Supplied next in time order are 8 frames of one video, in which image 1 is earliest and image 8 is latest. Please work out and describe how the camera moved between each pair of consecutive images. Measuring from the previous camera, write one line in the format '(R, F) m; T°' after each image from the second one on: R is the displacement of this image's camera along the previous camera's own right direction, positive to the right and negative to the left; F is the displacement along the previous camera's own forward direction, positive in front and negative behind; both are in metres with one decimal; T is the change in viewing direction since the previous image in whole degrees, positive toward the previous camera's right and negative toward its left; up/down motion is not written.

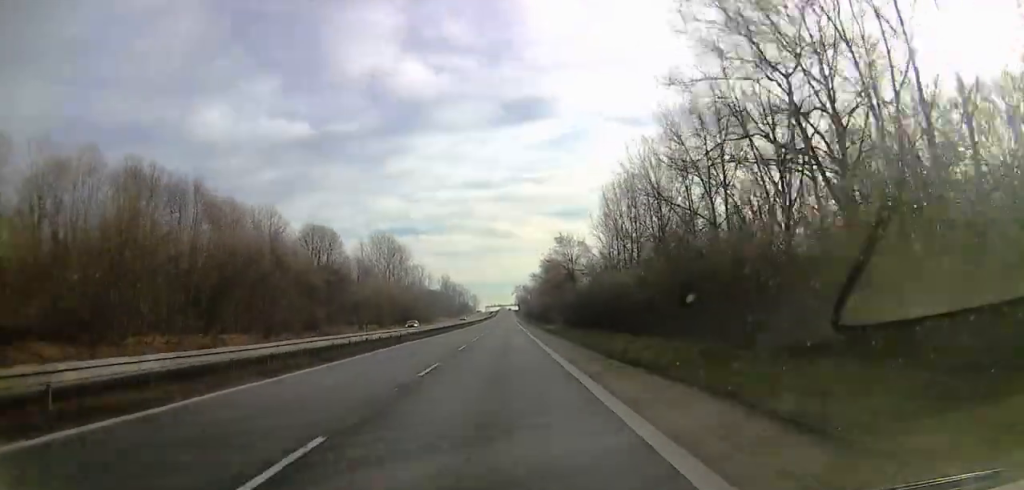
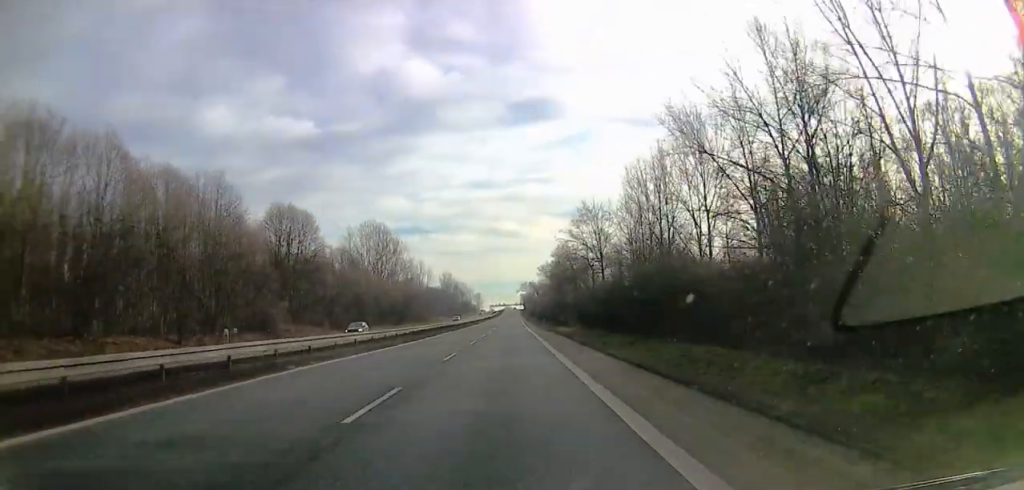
(0.0, +22.7) m; 0°
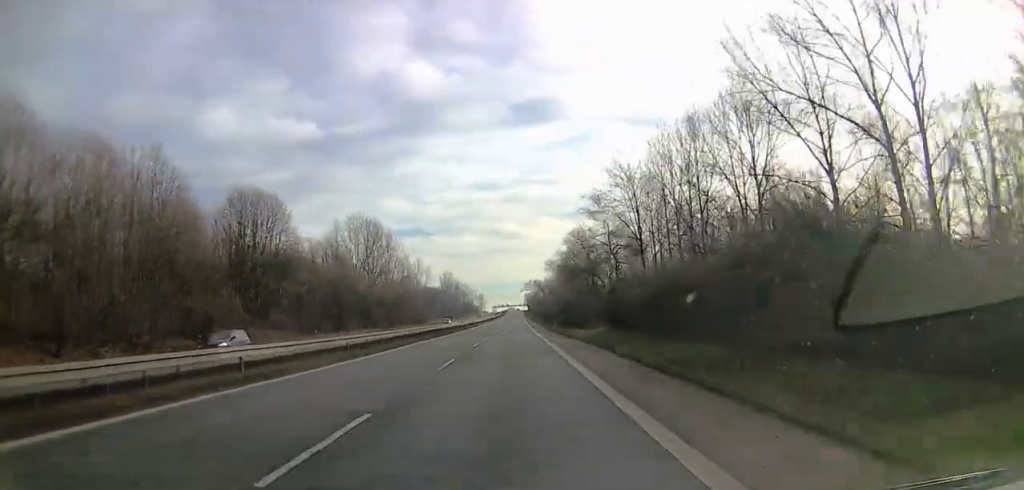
(+0.1, +18.5) m; 0°
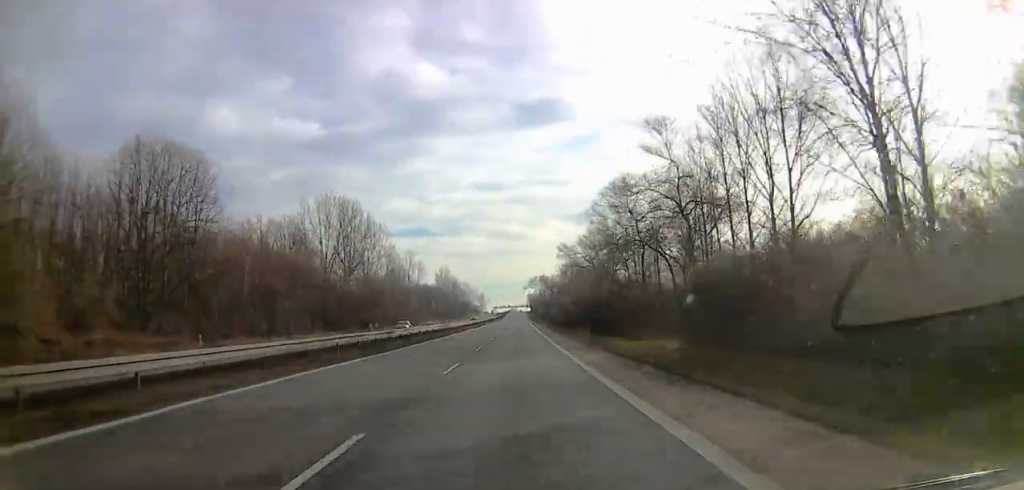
(0.0, +28.1) m; +1°
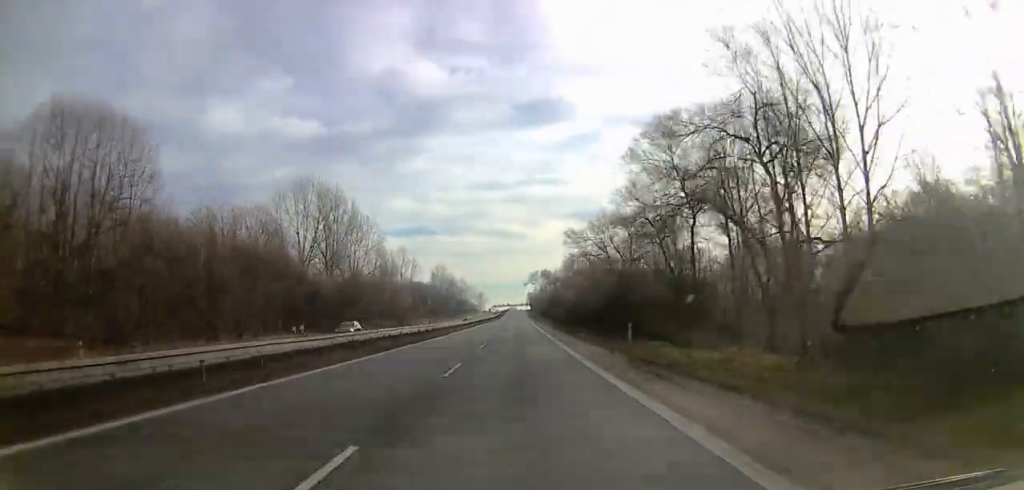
(+0.1, +13.1) m; +1°
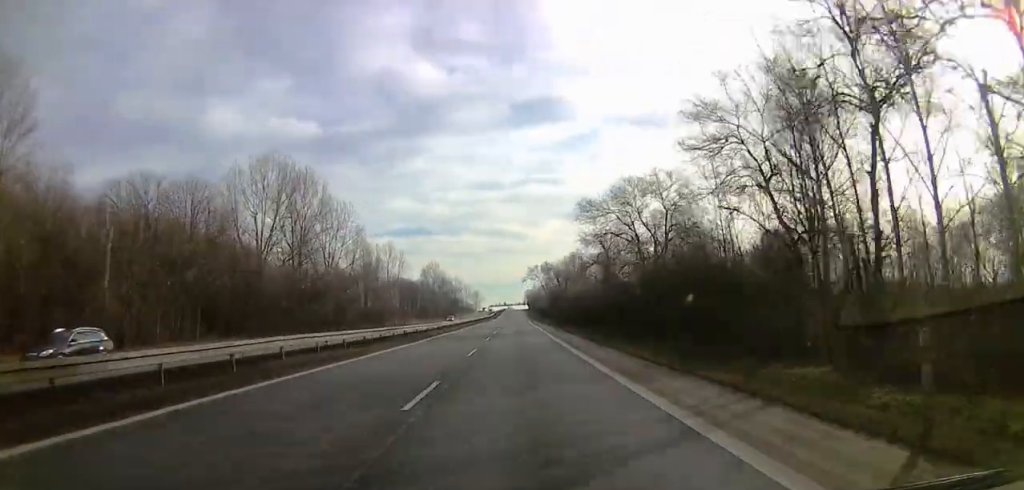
(+0.2, +17.8) m; +1°
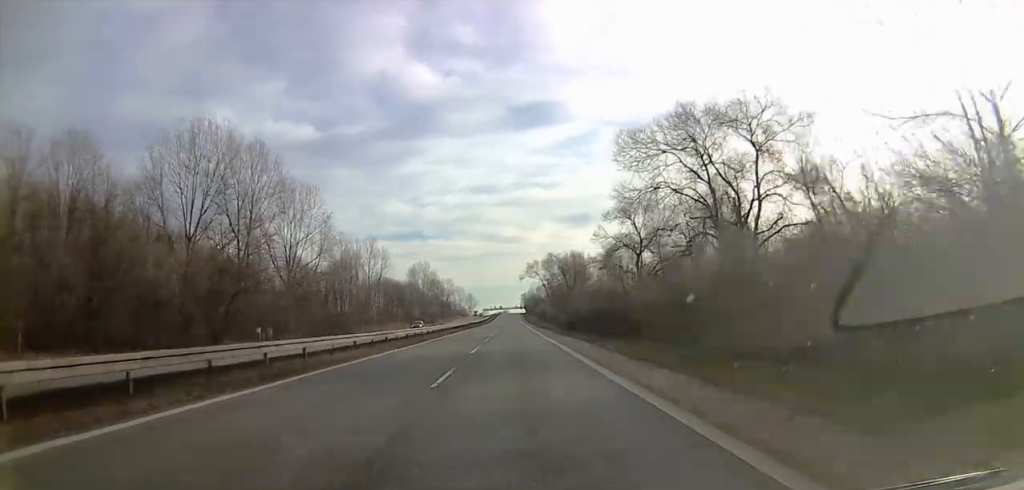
(+0.4, +21.4) m; 0°
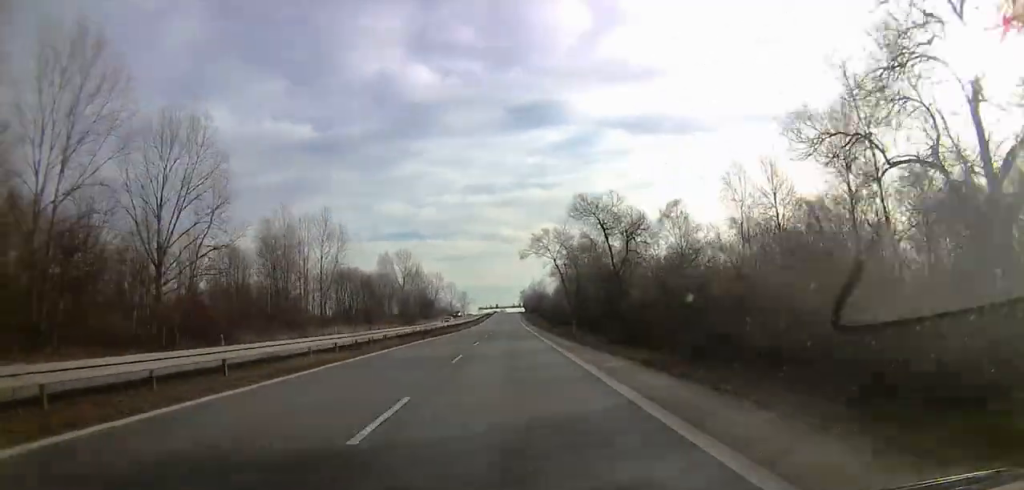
(-1.2, +37.2) m; -2°
